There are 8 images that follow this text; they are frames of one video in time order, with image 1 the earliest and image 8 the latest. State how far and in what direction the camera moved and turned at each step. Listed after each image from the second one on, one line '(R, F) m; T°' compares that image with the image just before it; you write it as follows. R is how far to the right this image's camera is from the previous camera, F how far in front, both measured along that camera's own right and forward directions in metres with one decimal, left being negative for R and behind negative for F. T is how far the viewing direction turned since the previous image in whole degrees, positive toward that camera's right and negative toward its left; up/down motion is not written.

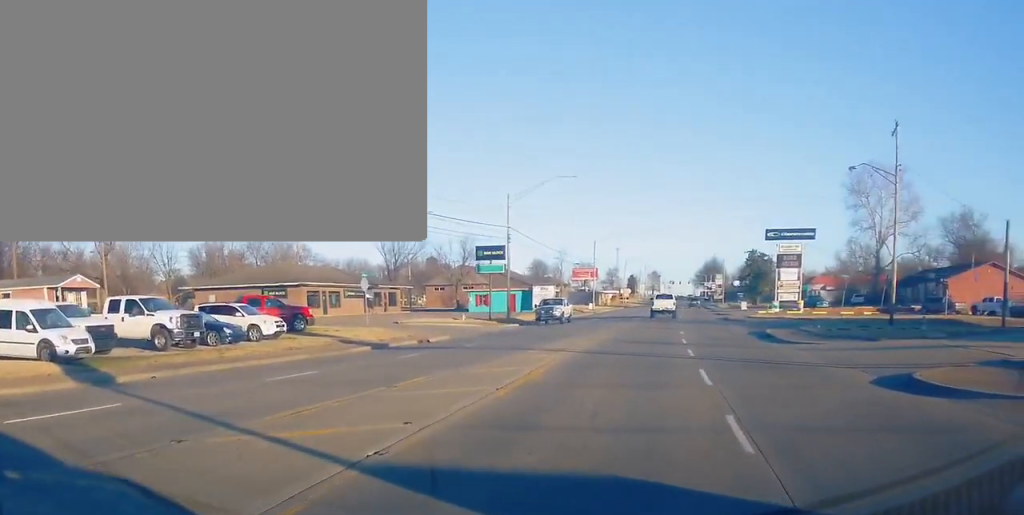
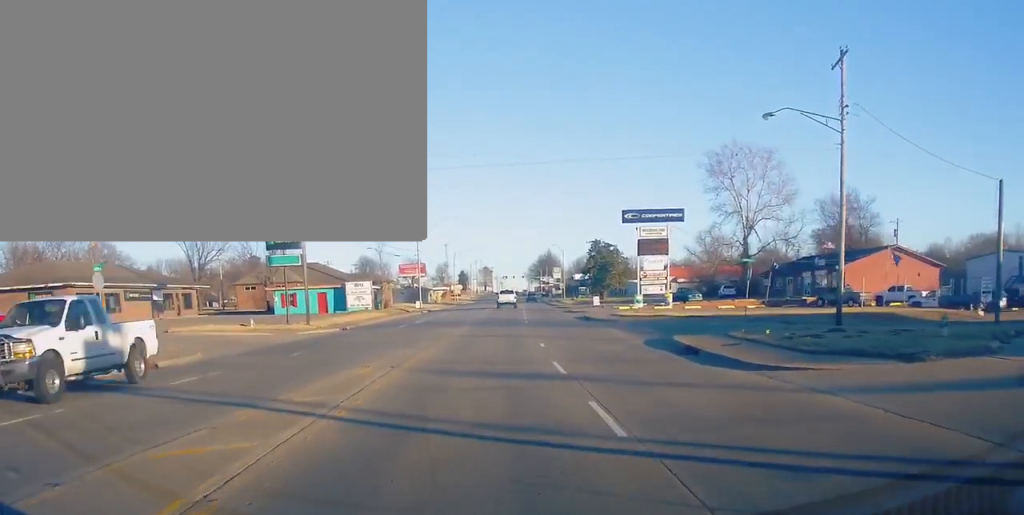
(+2.1, +14.0) m; +6°
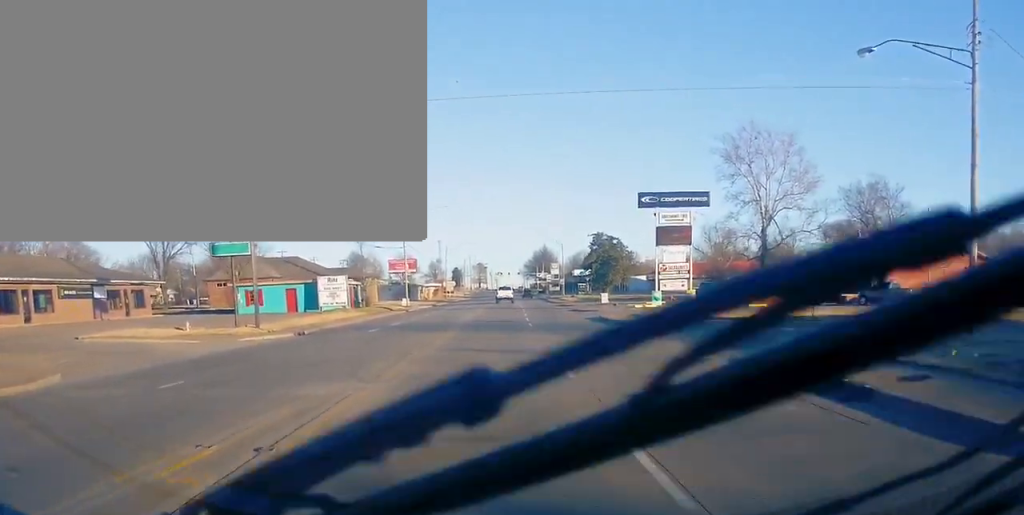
(-0.4, +10.4) m; -2°
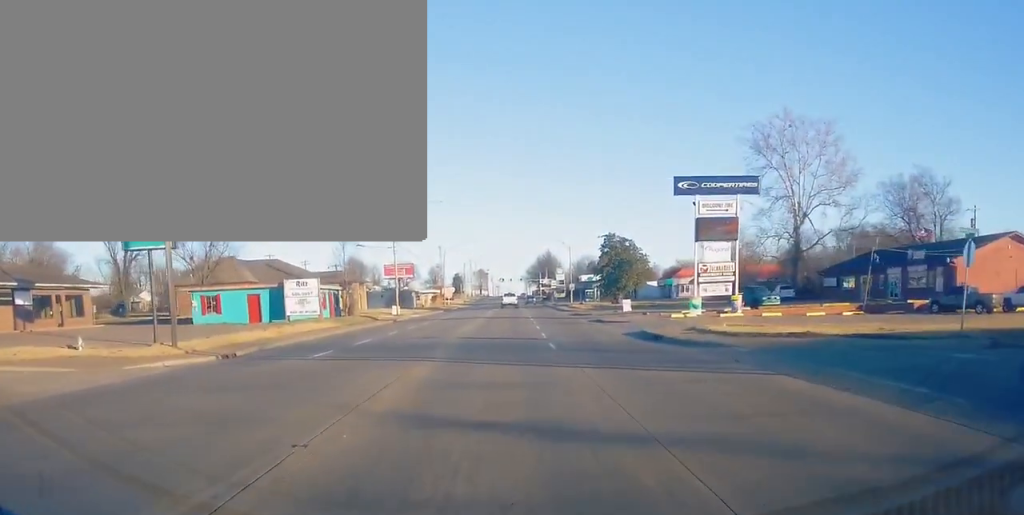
(+0.2, +11.8) m; +3°
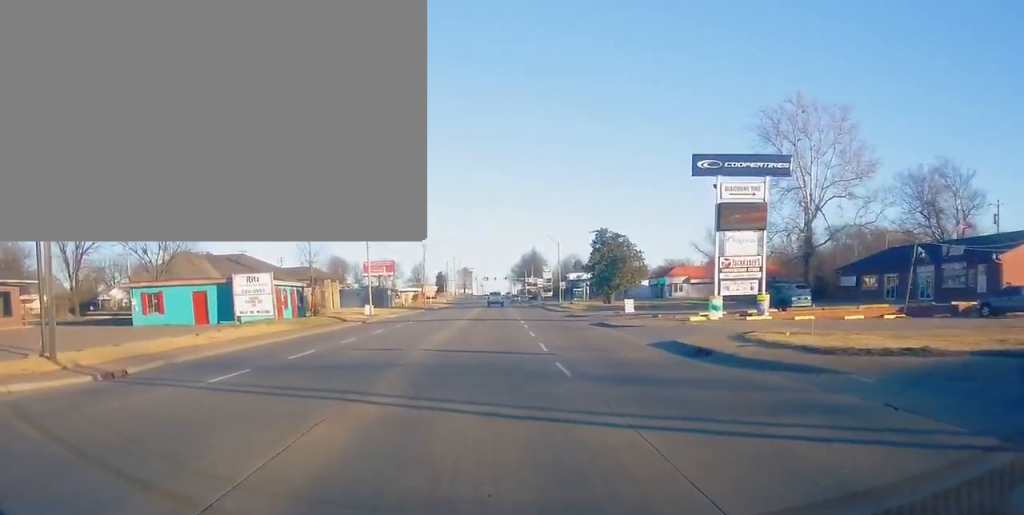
(+0.3, +8.2) m; +2°
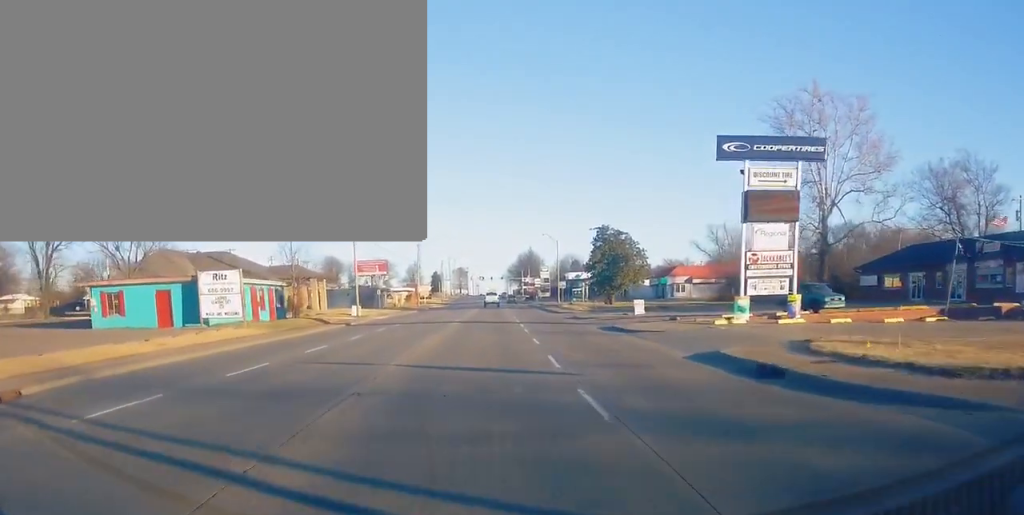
(0.0, +5.3) m; +1°
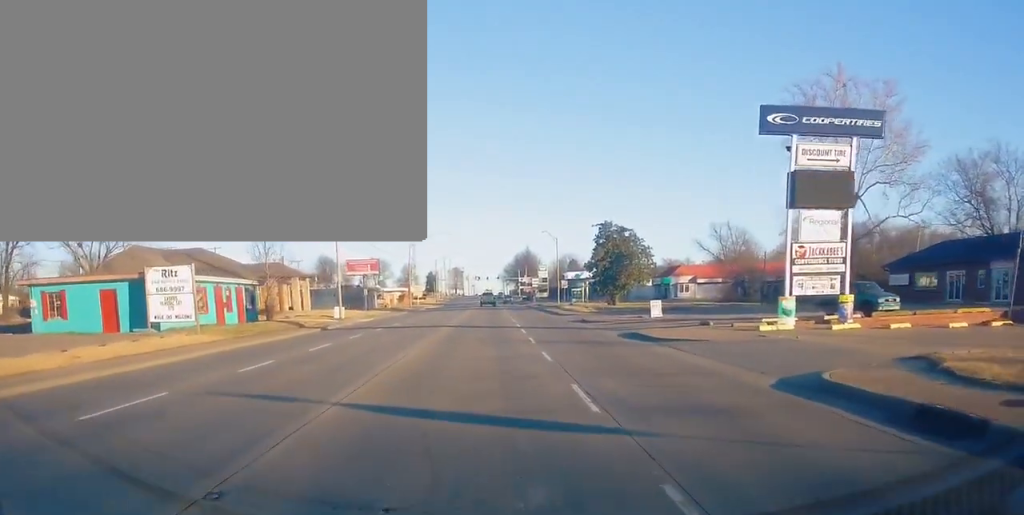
(0.0, +6.6) m; 0°
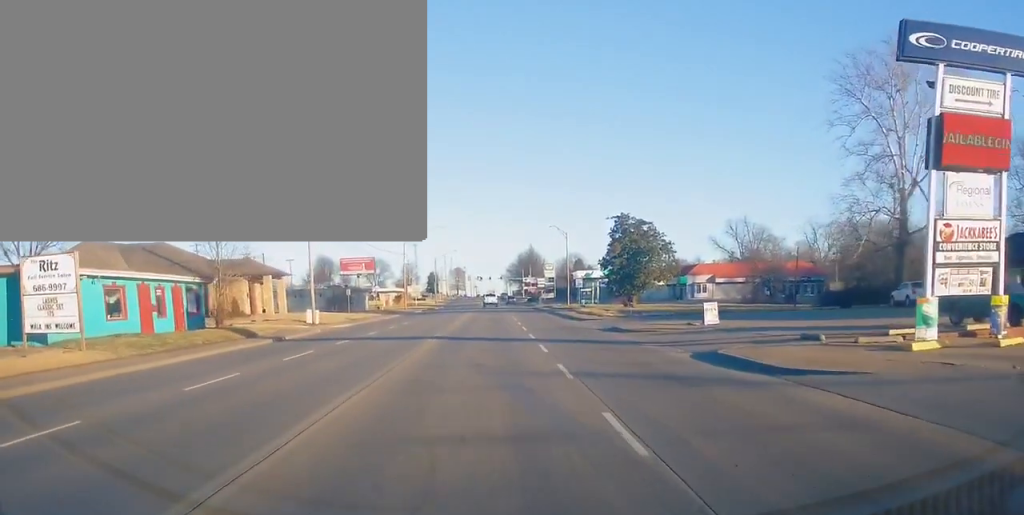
(0.0, +11.1) m; 0°
